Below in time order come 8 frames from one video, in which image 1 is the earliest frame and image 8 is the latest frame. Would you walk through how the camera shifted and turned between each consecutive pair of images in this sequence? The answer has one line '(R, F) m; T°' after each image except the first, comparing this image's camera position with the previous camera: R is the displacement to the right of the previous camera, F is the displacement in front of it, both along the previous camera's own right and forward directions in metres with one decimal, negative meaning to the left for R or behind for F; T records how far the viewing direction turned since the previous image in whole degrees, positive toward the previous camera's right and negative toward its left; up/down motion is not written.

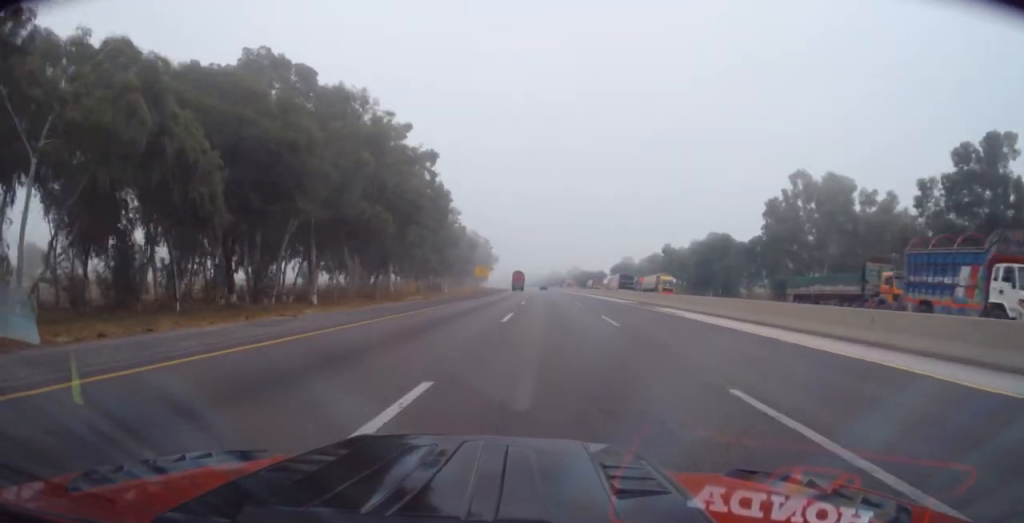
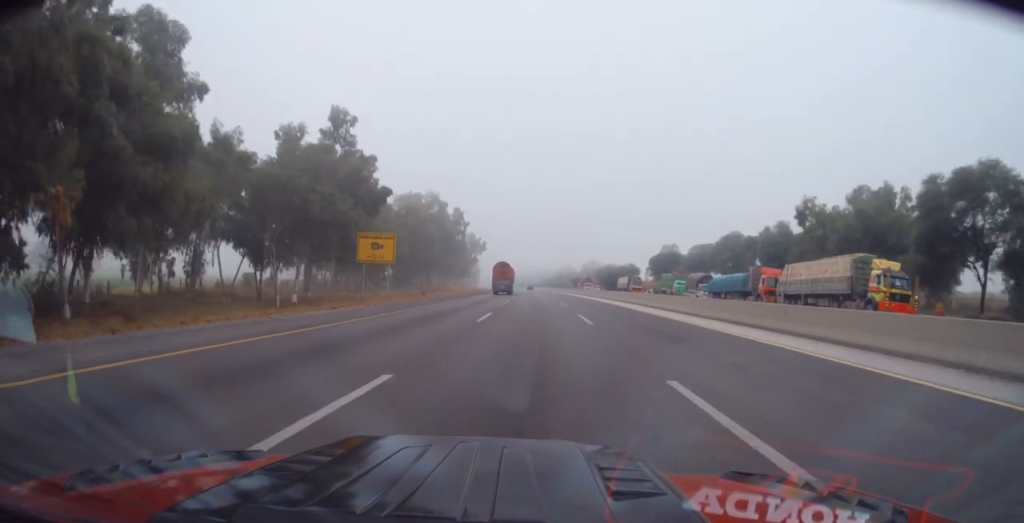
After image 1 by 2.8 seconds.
(+0.1, +70.6) m; 0°
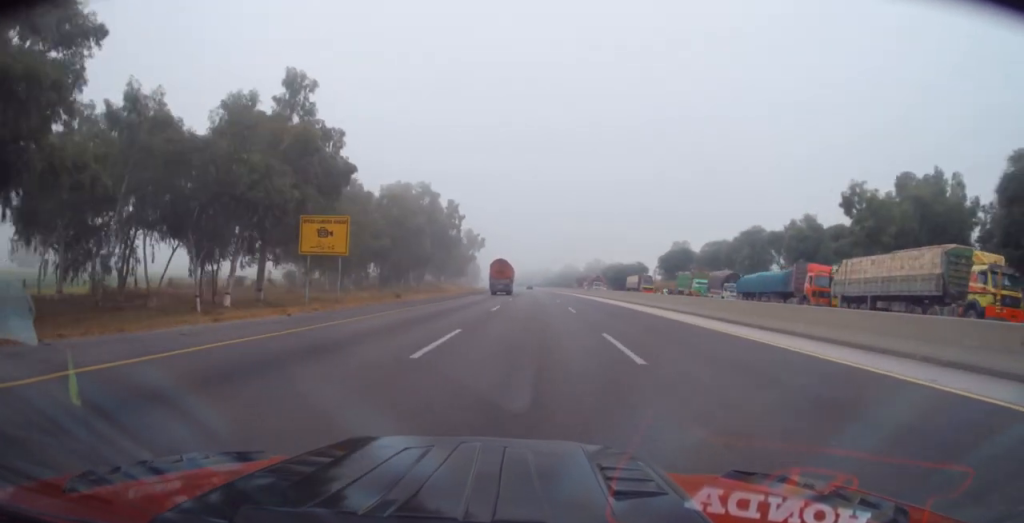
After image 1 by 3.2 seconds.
(-0.1, +10.1) m; 0°
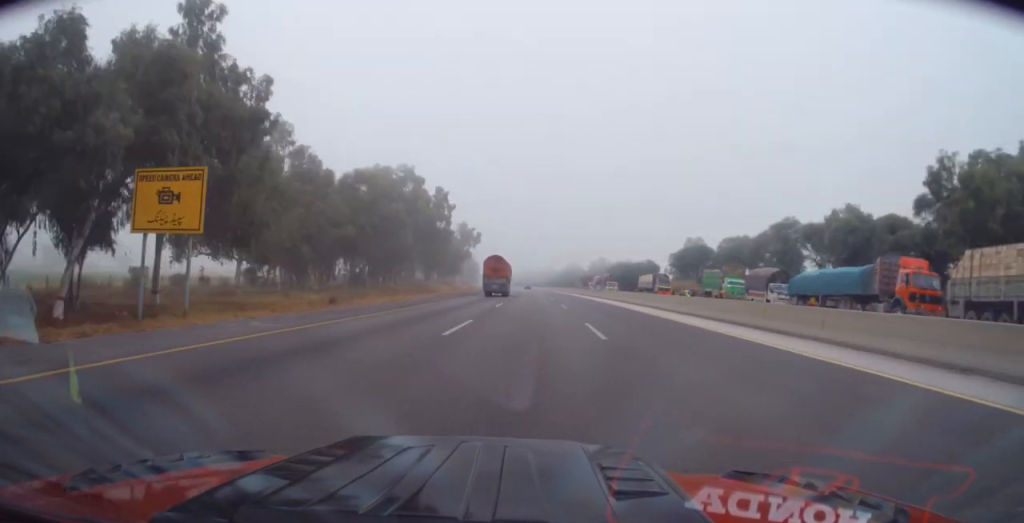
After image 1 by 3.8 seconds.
(+0.3, +13.5) m; 0°
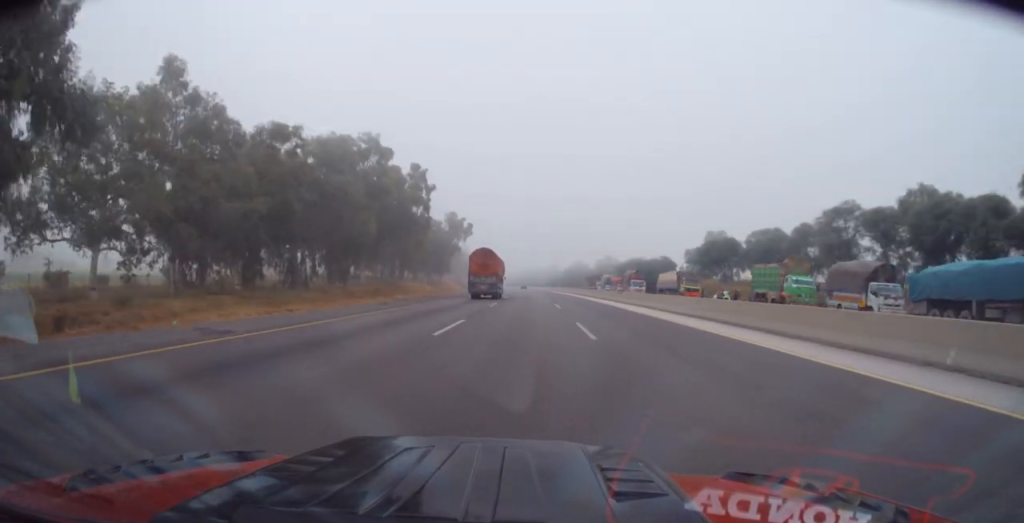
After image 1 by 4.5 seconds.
(0.0, +17.8) m; -1°
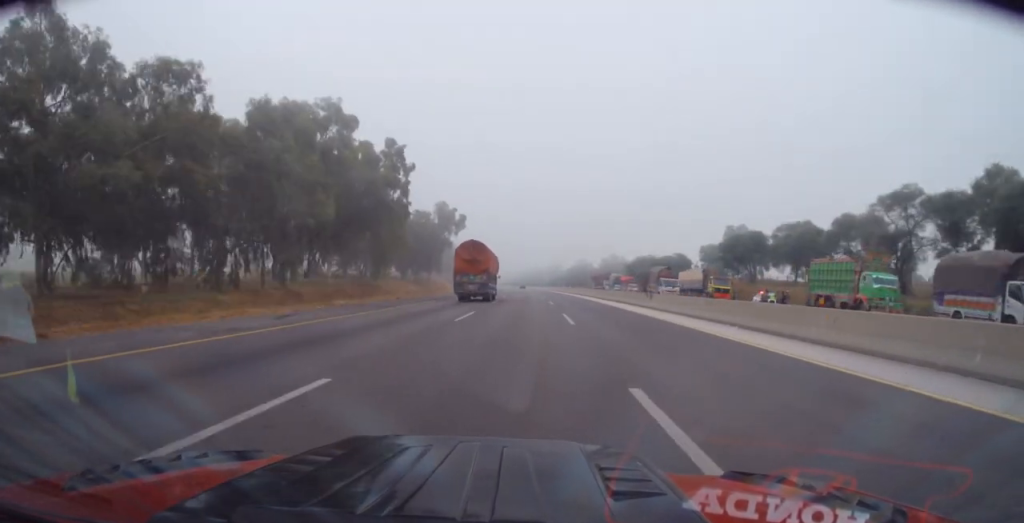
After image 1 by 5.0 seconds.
(0.0, +12.8) m; -1°
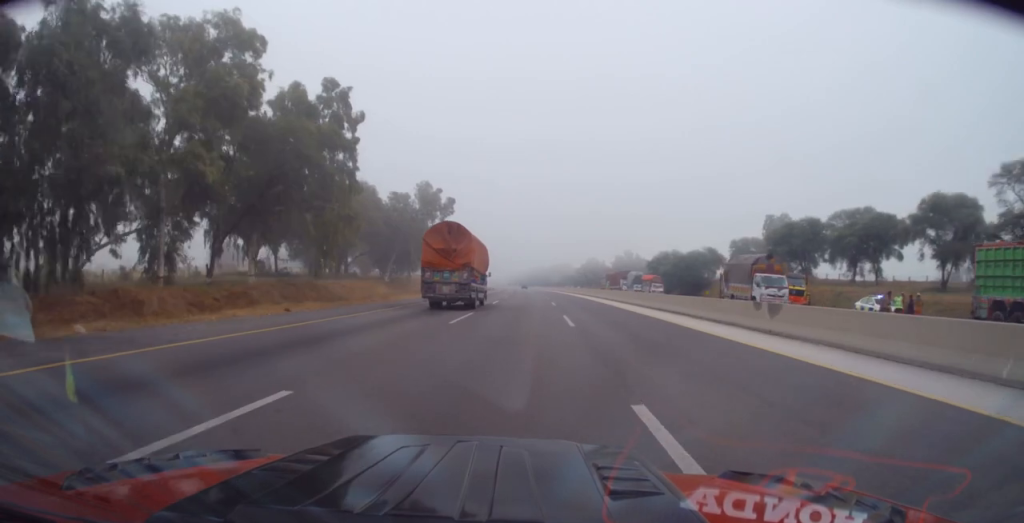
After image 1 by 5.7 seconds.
(-0.5, +18.8) m; -1°
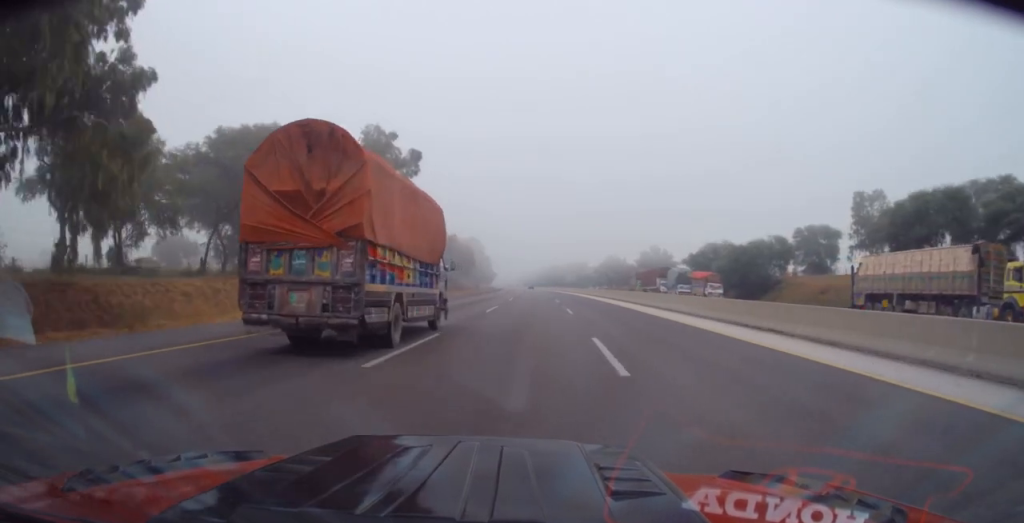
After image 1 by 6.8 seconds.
(-0.3, +27.5) m; -1°
